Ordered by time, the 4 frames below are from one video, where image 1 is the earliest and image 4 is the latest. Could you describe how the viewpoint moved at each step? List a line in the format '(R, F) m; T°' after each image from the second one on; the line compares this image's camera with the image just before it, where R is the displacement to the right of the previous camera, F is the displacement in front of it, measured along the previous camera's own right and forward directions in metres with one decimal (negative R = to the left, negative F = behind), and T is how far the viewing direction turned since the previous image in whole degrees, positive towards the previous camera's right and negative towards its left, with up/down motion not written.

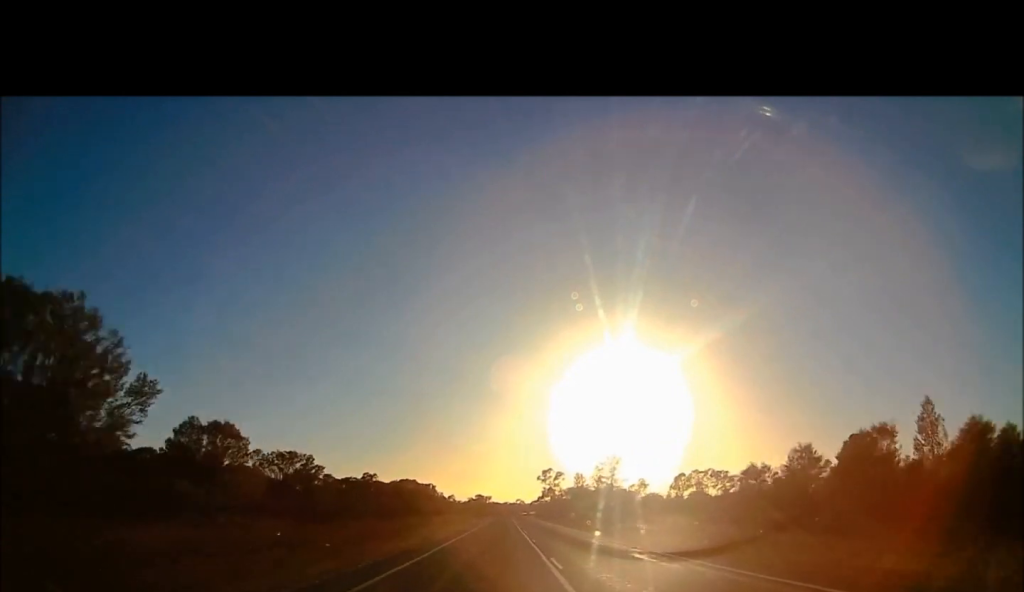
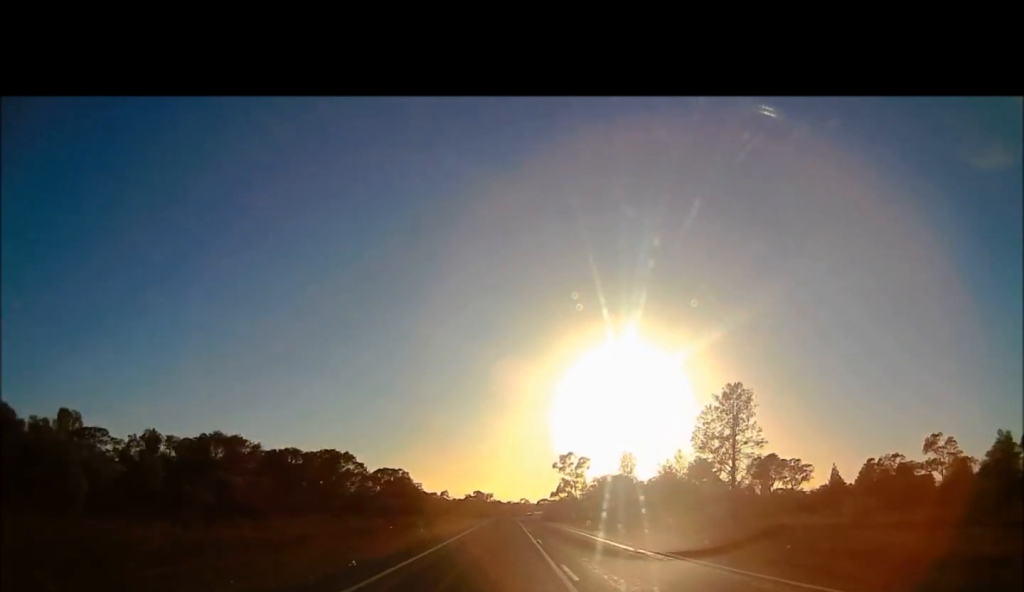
(0.0, +51.1) m; 0°
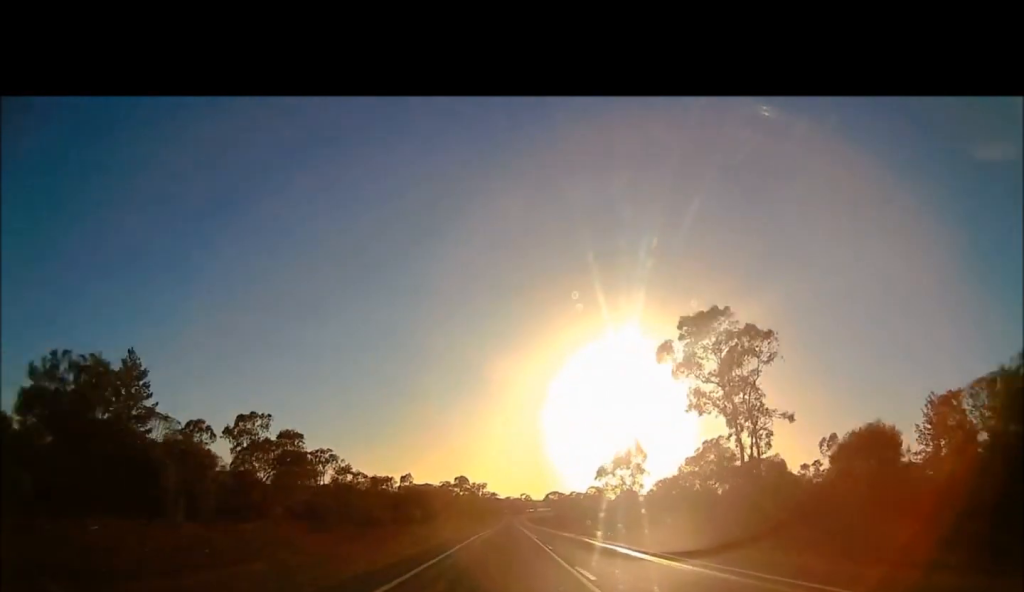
(0.0, +97.1) m; +2°
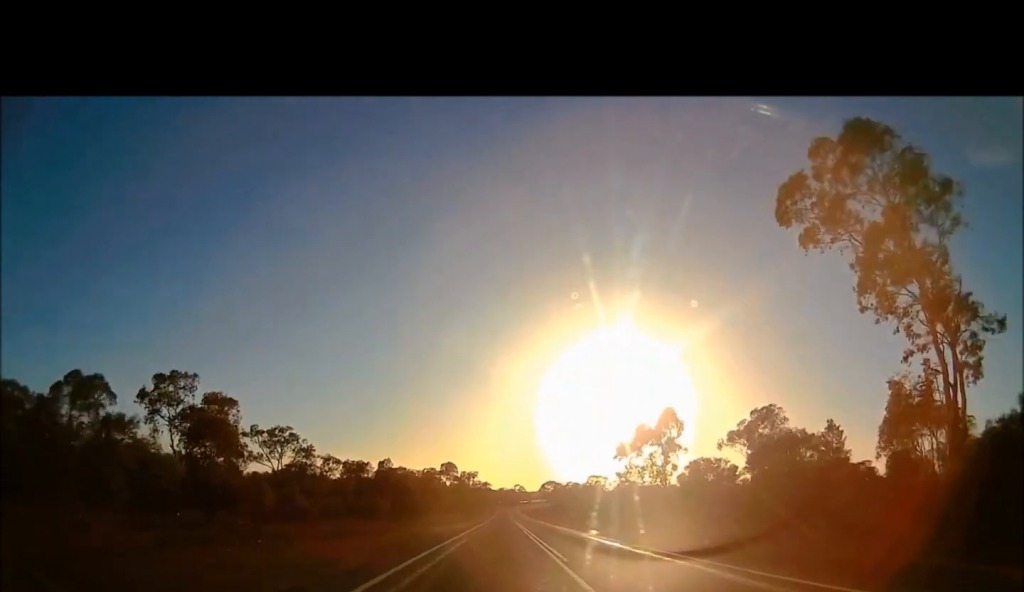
(+0.1, +21.3) m; +1°
